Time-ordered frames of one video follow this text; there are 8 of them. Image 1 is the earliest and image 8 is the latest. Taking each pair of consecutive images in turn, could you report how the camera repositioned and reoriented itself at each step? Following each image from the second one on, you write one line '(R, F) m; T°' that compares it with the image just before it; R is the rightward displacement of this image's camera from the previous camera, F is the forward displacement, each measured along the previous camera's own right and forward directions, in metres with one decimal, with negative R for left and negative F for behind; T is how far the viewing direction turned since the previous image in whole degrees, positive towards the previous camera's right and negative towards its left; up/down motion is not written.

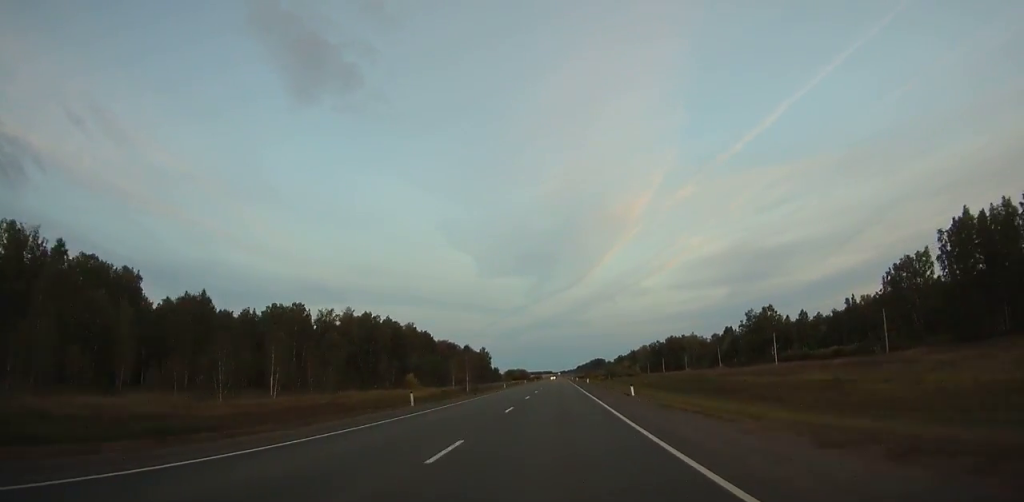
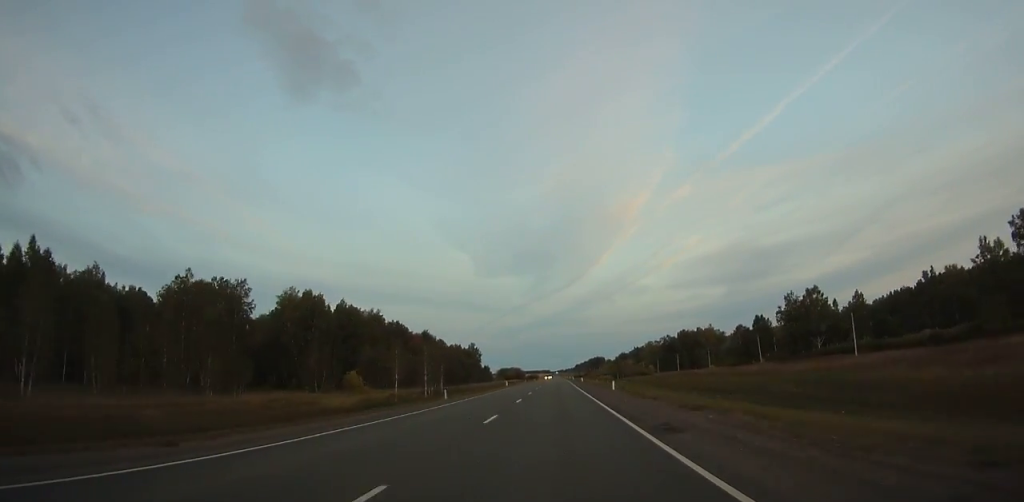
(0.0, +41.0) m; 0°
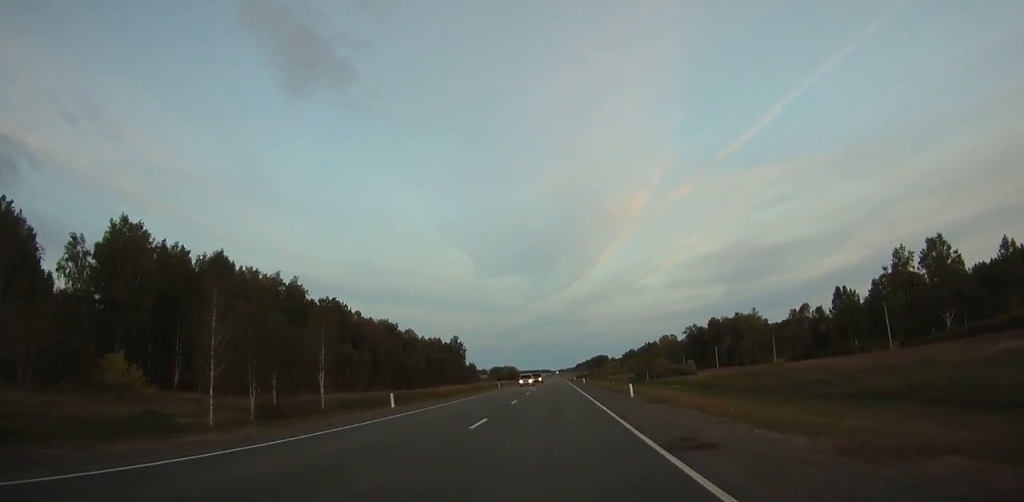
(0.0, +60.8) m; 0°
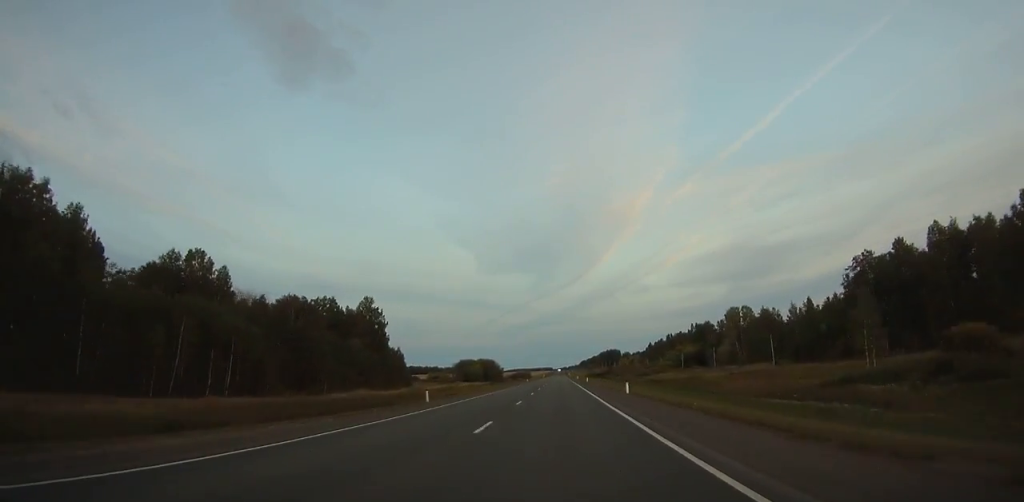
(0.0, +144.0) m; 0°
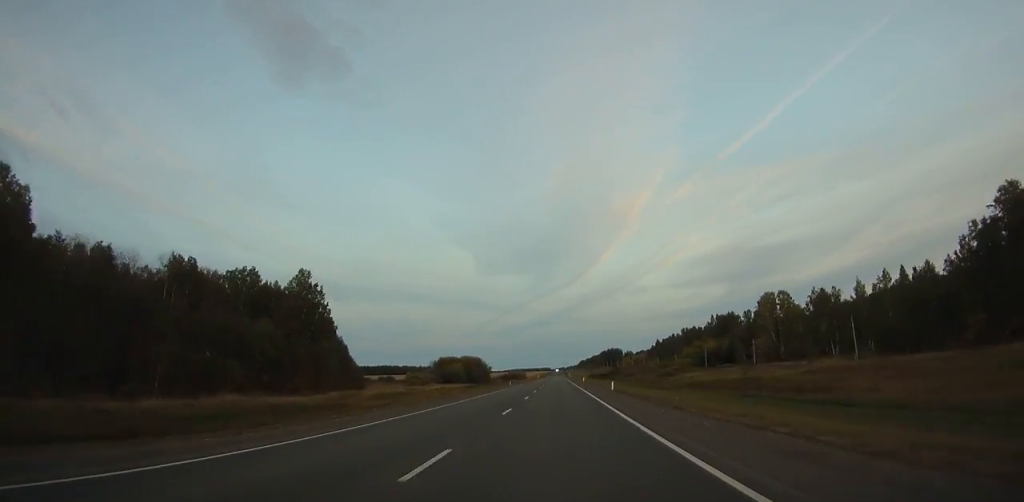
(-0.2, +40.6) m; 0°
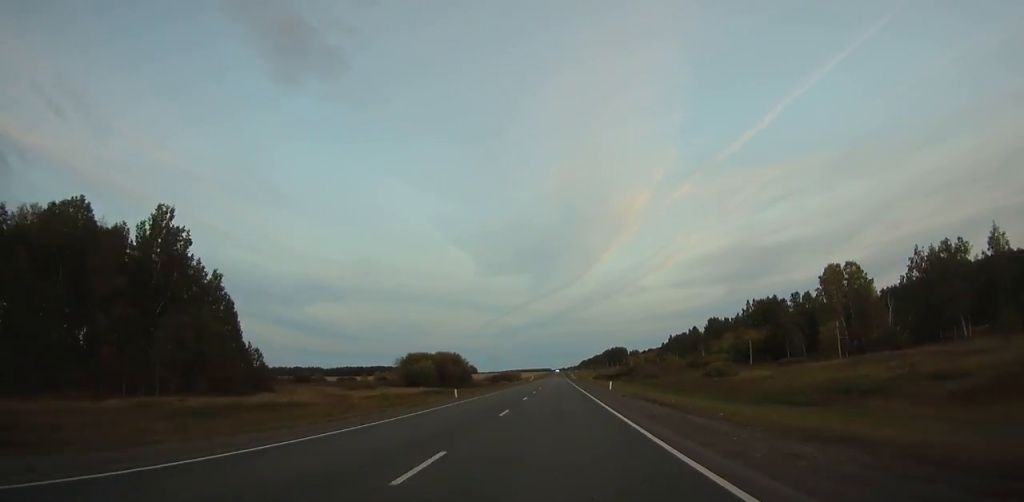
(0.0, +48.4) m; 0°
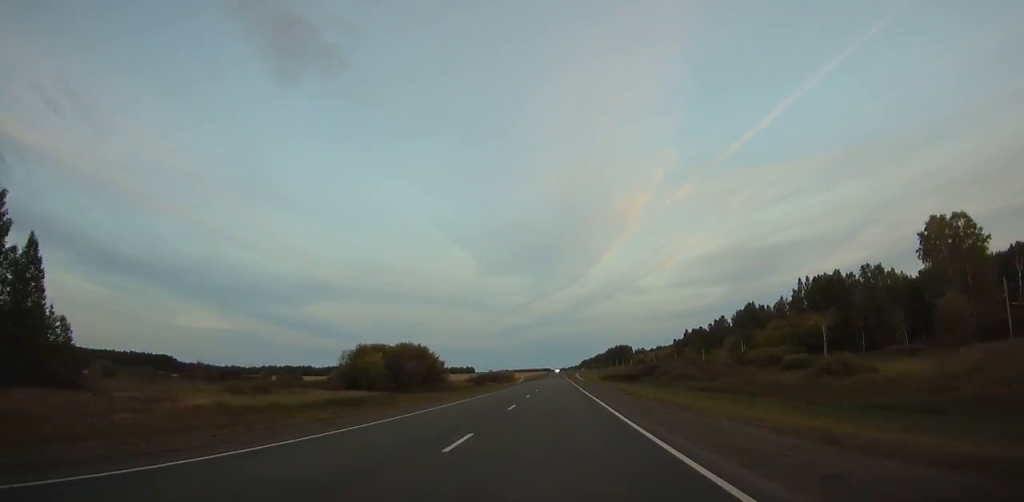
(+0.2, +43.6) m; 0°
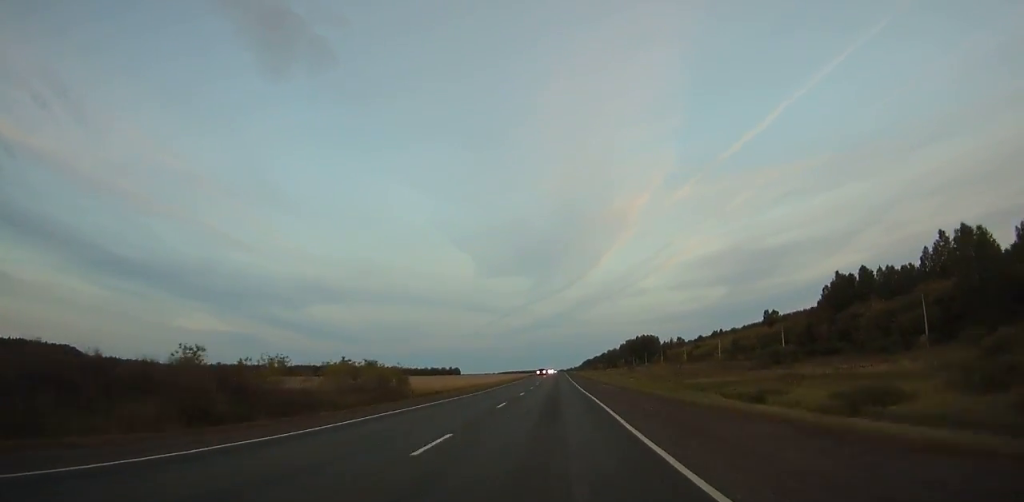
(-0.1, +177.9) m; 0°
